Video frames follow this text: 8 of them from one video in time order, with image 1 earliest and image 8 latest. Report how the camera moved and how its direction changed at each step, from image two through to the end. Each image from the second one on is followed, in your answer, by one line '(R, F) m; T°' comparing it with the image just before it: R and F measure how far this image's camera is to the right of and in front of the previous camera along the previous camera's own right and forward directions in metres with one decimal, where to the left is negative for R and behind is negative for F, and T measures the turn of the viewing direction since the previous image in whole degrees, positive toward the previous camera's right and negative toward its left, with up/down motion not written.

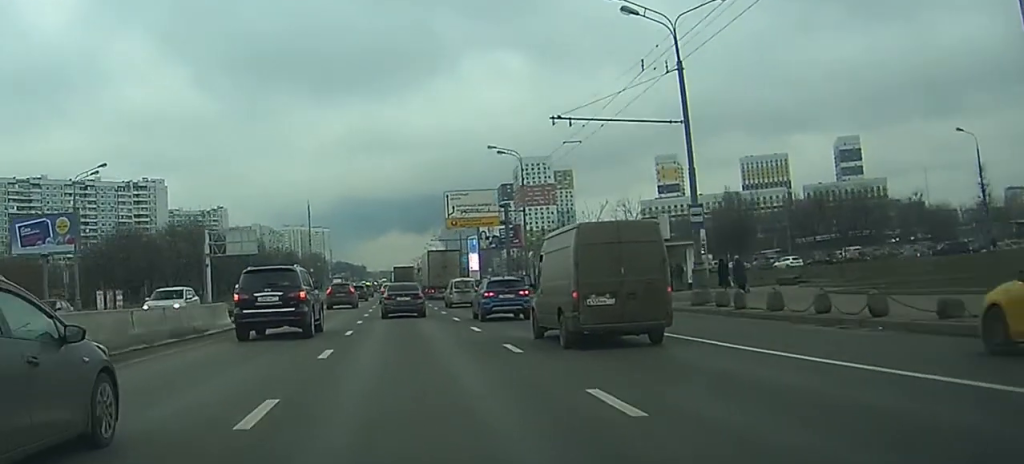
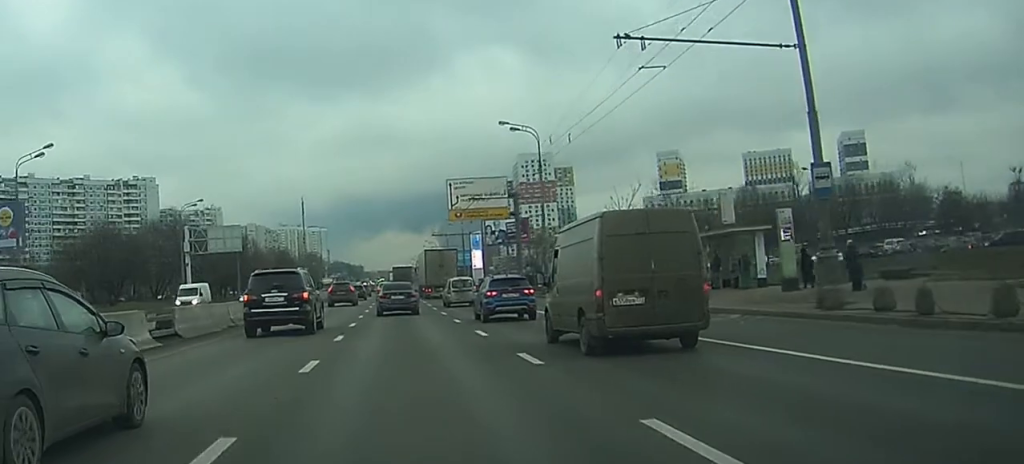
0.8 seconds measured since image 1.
(+0.1, +10.8) m; 0°
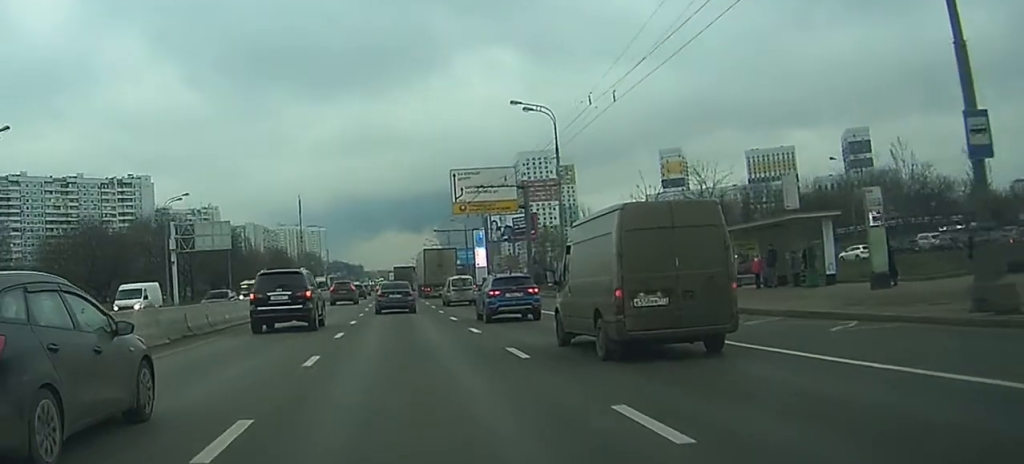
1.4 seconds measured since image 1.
(0.0, +6.8) m; 0°
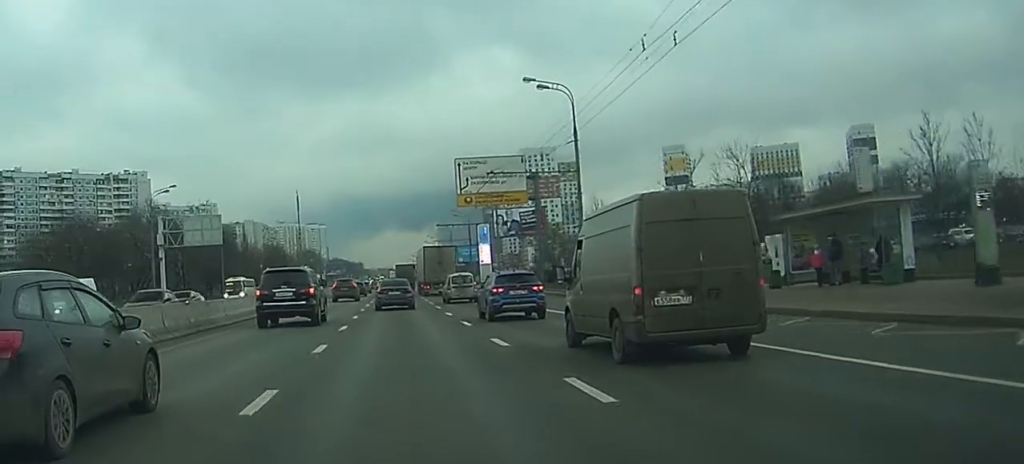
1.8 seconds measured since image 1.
(0.0, +5.5) m; 0°
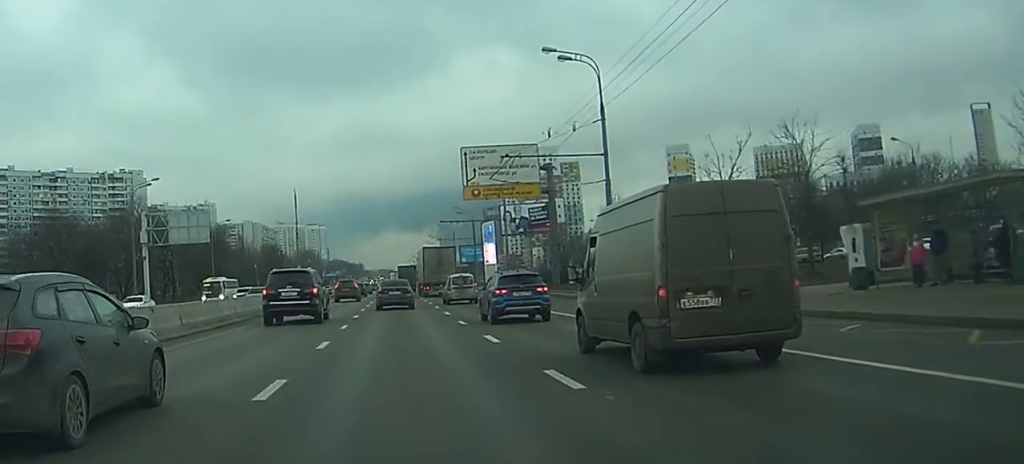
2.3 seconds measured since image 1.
(0.0, +6.4) m; 0°
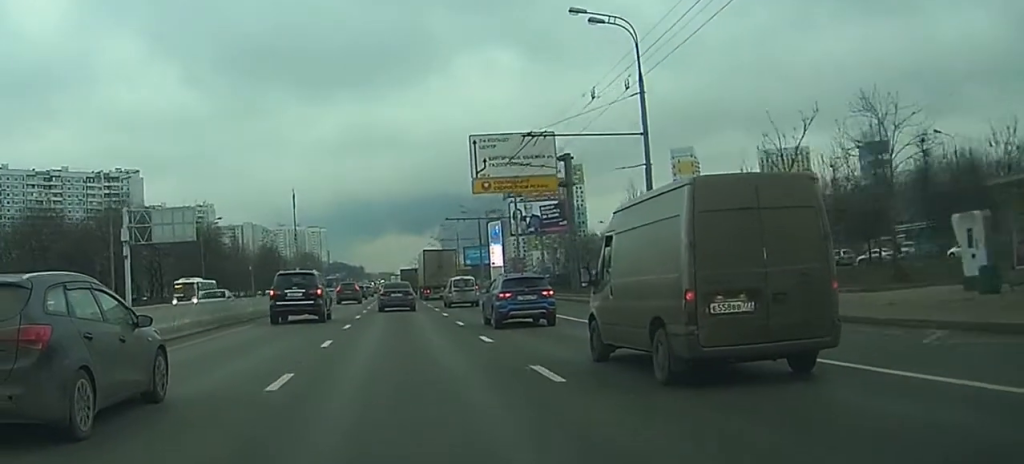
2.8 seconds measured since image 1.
(0.0, +6.5) m; 0°
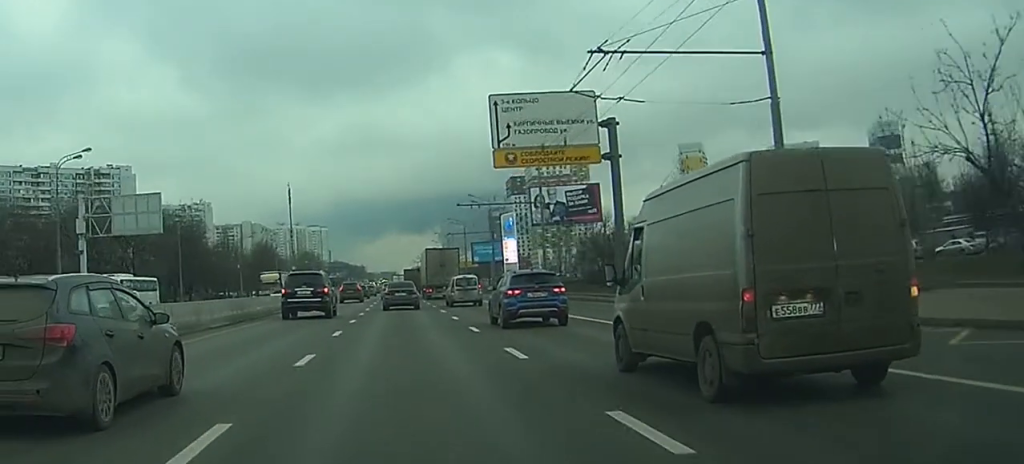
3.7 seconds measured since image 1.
(-0.1, +12.0) m; 0°
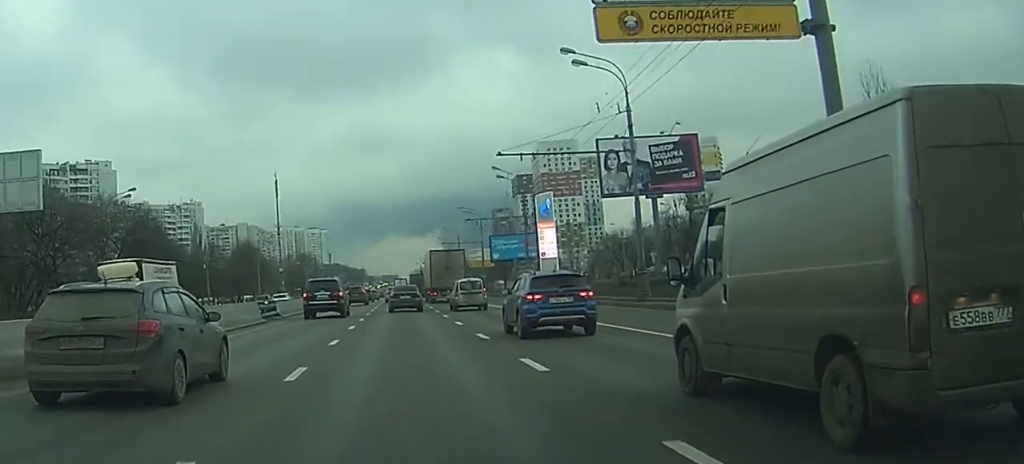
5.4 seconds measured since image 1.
(0.0, +24.4) m; 0°
